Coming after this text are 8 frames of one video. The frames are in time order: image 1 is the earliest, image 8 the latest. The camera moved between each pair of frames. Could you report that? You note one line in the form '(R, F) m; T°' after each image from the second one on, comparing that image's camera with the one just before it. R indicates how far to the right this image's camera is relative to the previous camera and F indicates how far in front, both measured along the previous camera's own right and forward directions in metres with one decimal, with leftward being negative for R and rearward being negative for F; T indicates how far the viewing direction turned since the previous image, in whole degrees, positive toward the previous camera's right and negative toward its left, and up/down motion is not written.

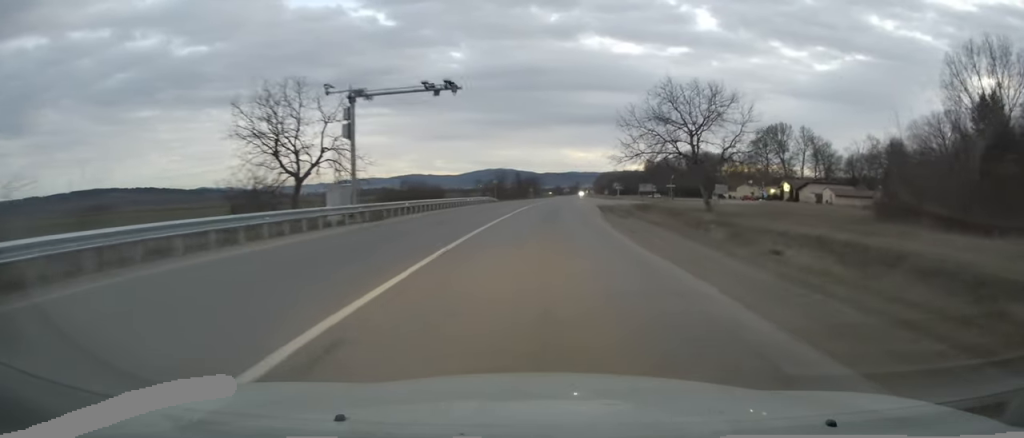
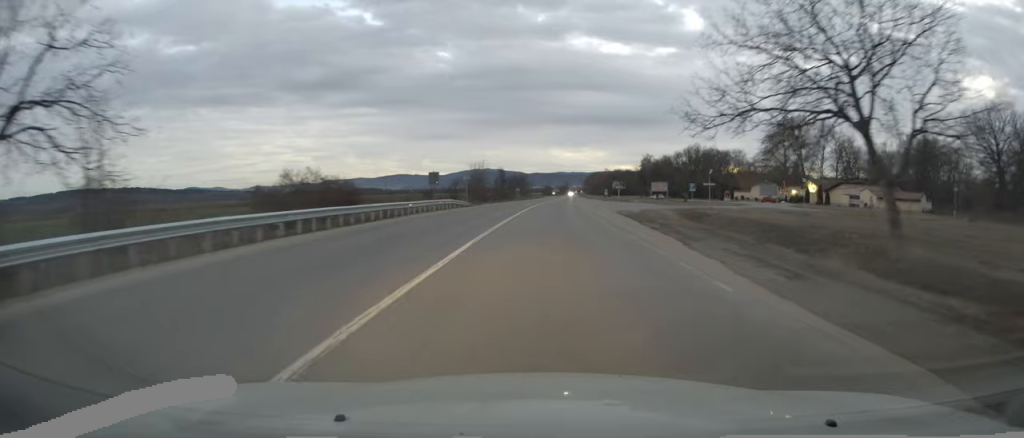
(+0.3, +22.9) m; +2°
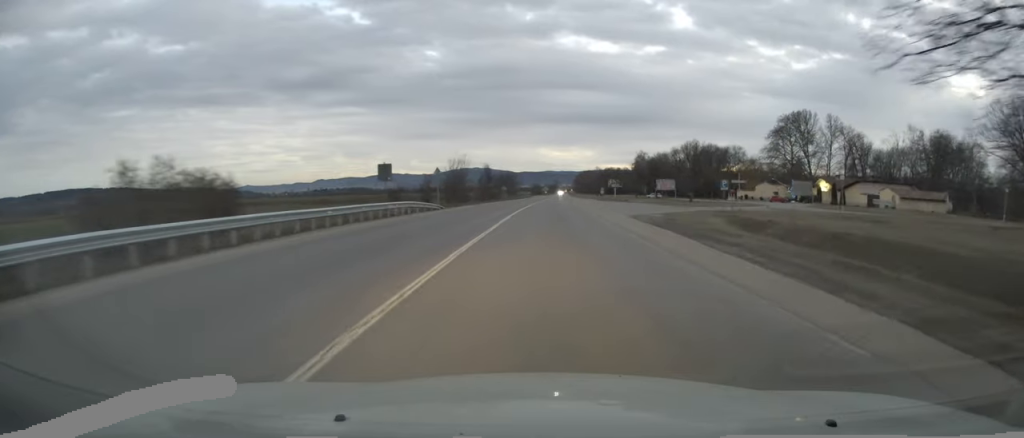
(+0.1, +11.6) m; +1°
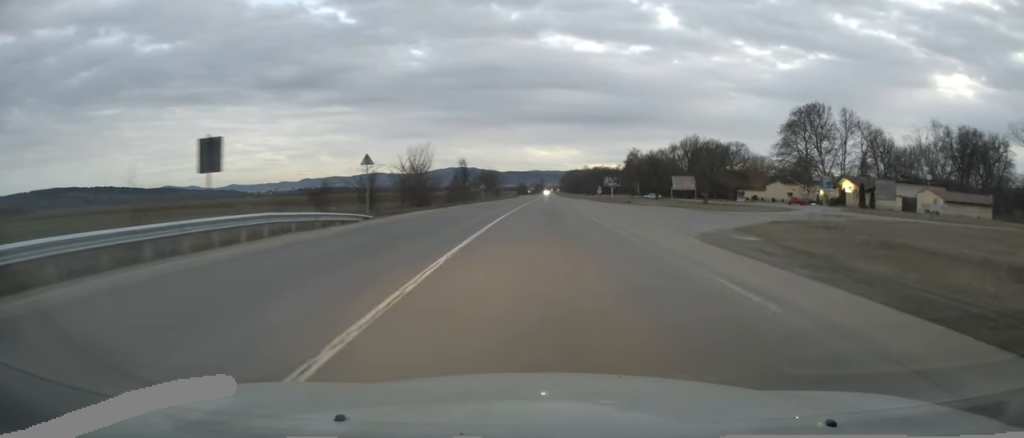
(+0.1, +16.6) m; +1°
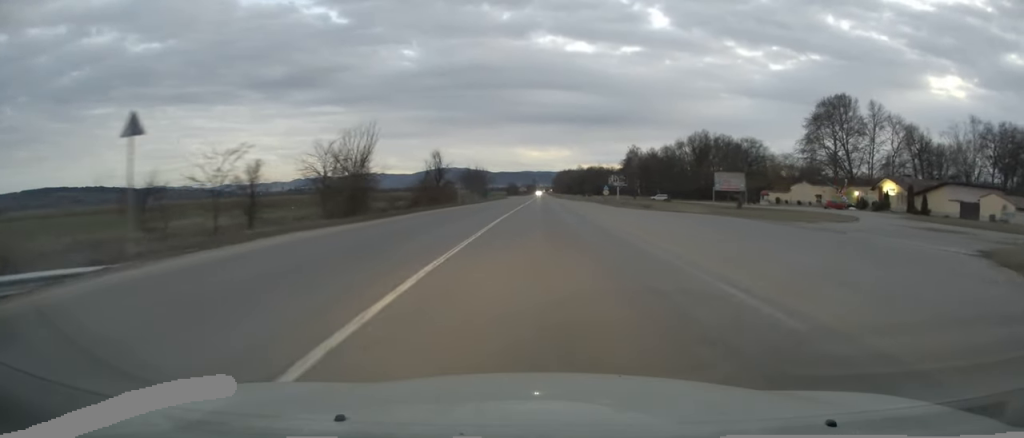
(+0.2, +17.8) m; +1°
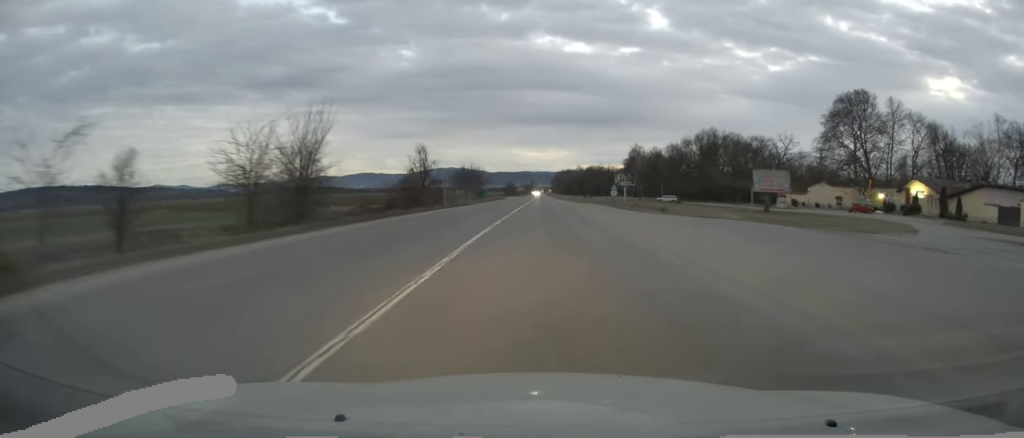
(0.0, +8.9) m; +1°
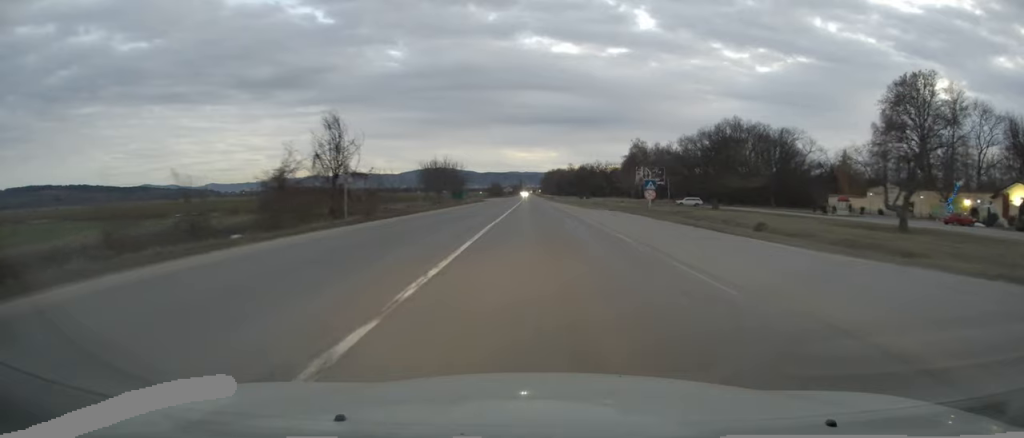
(+0.4, +25.9) m; +1°
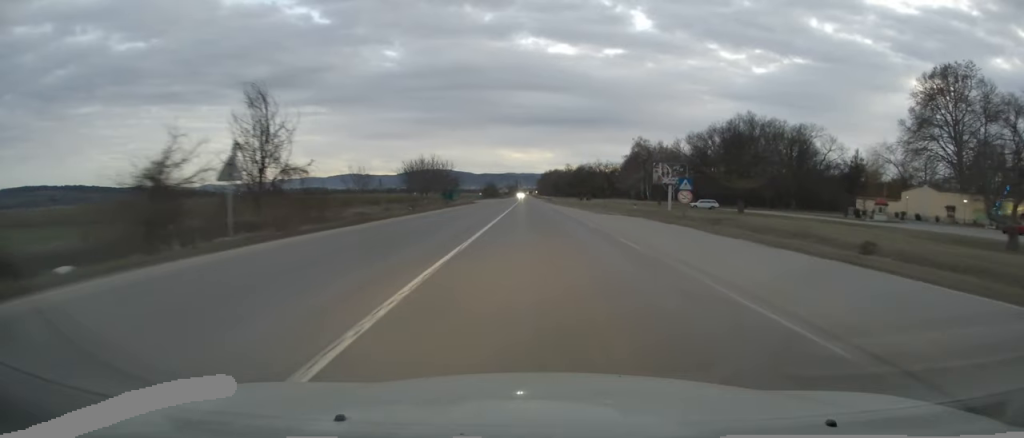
(-0.1, +10.3) m; 0°
